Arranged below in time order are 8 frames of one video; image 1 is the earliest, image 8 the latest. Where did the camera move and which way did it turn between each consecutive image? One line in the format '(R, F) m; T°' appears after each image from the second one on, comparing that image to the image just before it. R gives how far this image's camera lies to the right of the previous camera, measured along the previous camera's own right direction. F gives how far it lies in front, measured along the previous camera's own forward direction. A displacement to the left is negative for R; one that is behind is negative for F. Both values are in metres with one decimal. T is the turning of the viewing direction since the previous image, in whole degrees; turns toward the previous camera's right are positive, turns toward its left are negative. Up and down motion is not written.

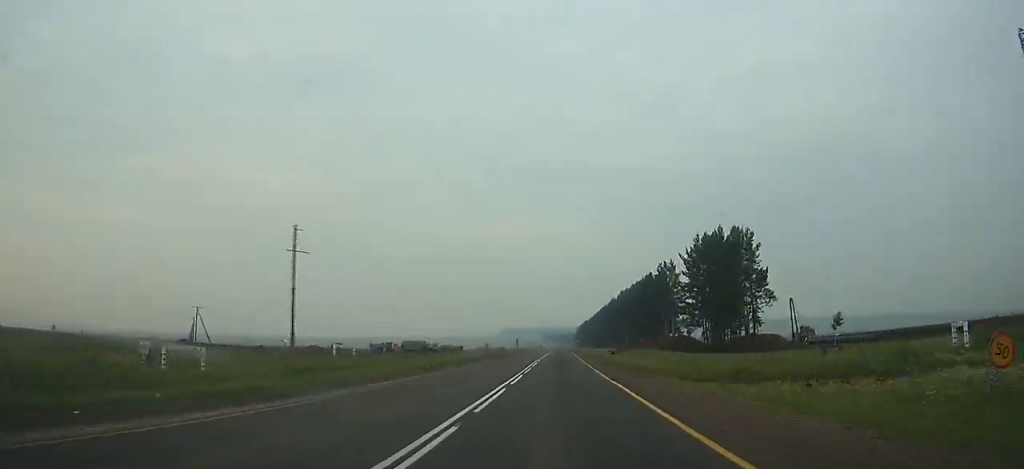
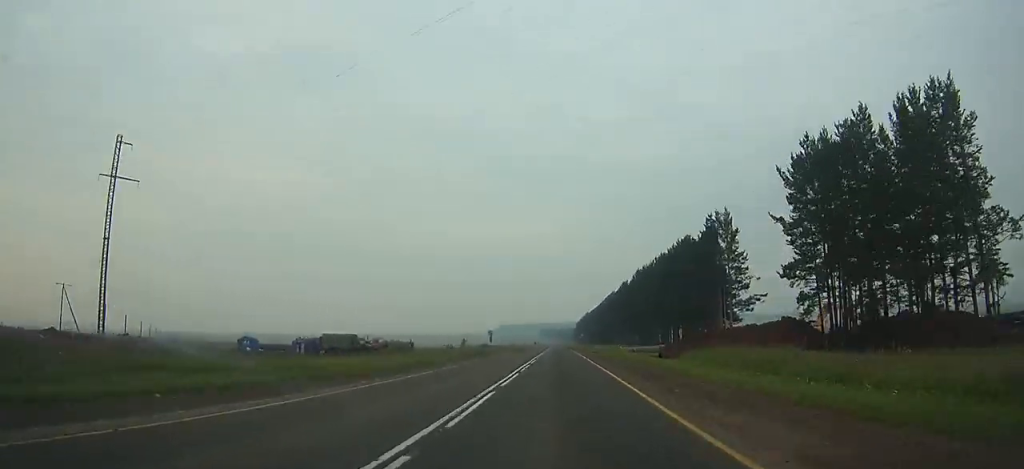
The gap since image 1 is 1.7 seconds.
(+0.1, +44.1) m; 0°
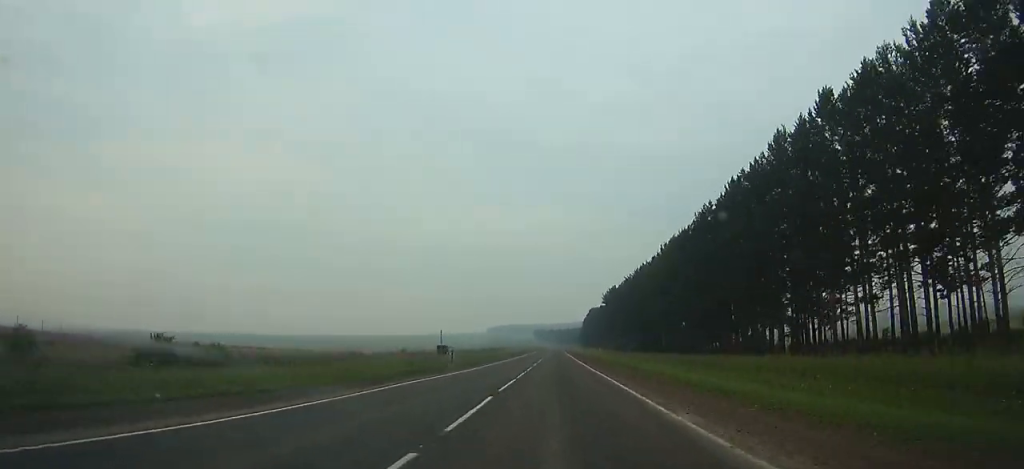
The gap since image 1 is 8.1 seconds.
(+0.3, +160.4) m; 0°
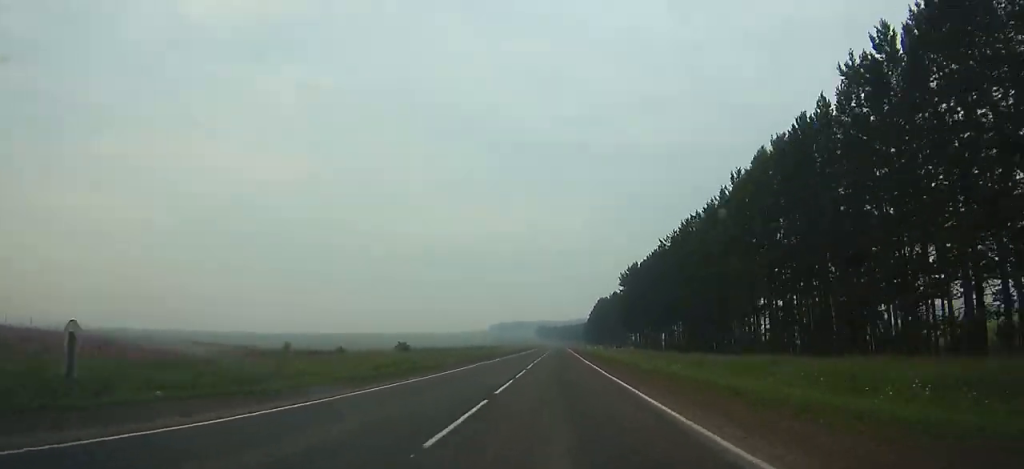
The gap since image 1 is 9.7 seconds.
(0.0, +39.1) m; 0°
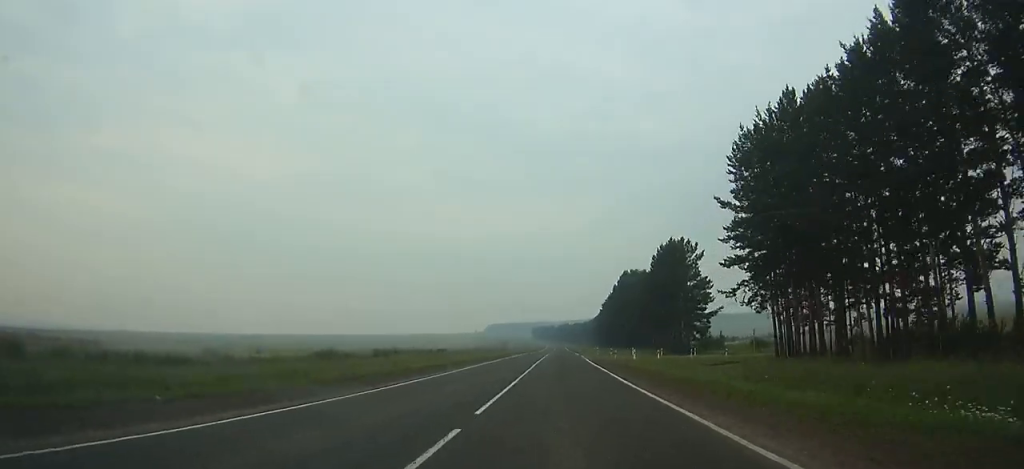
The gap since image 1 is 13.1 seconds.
(0.0, +84.3) m; 0°
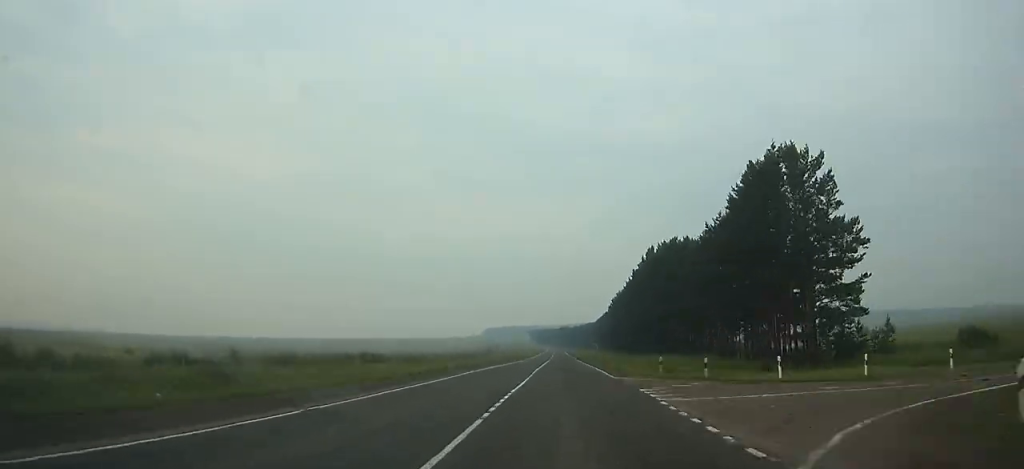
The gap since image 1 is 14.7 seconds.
(0.0, +41.3) m; 0°
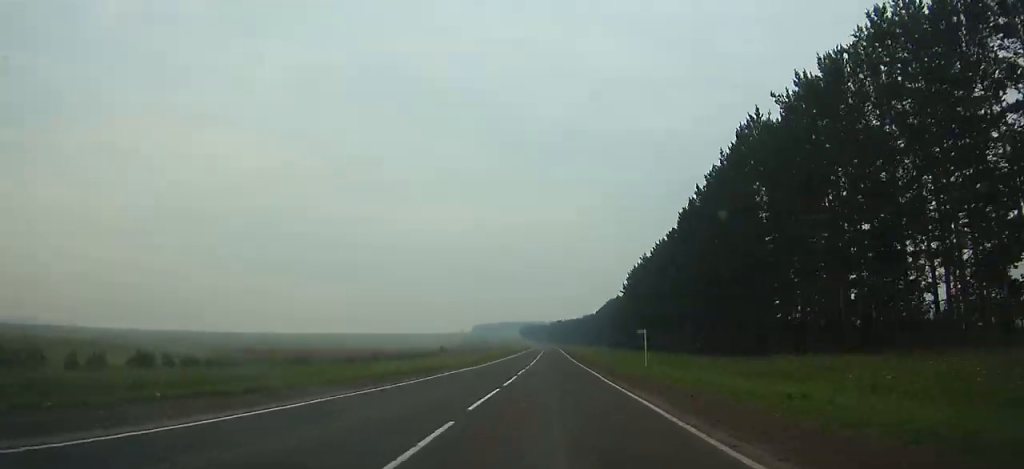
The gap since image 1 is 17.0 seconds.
(+0.2, +59.4) m; 0°
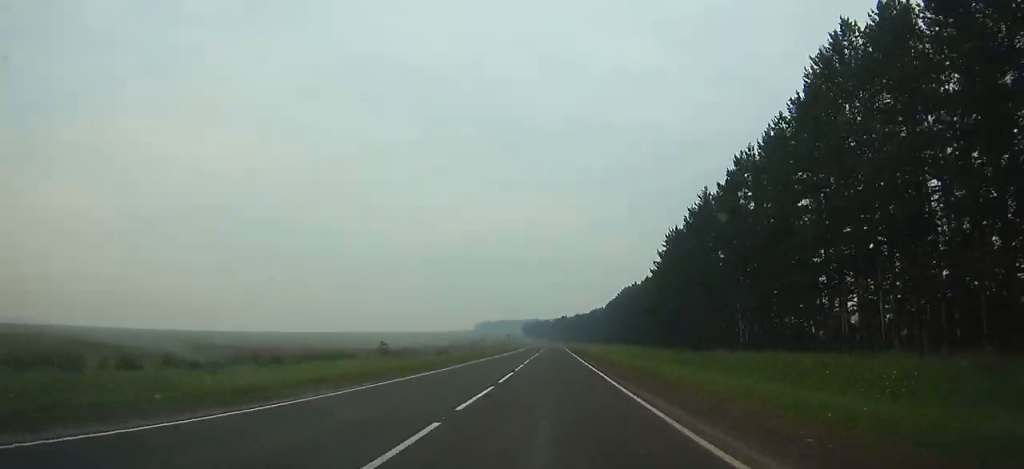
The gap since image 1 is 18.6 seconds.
(+0.1, +41.1) m; 0°
